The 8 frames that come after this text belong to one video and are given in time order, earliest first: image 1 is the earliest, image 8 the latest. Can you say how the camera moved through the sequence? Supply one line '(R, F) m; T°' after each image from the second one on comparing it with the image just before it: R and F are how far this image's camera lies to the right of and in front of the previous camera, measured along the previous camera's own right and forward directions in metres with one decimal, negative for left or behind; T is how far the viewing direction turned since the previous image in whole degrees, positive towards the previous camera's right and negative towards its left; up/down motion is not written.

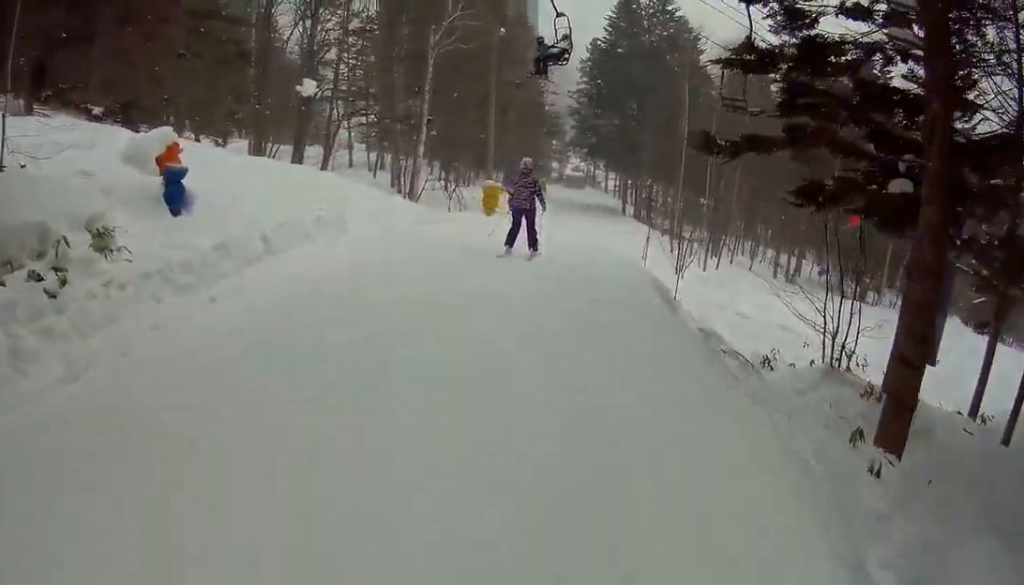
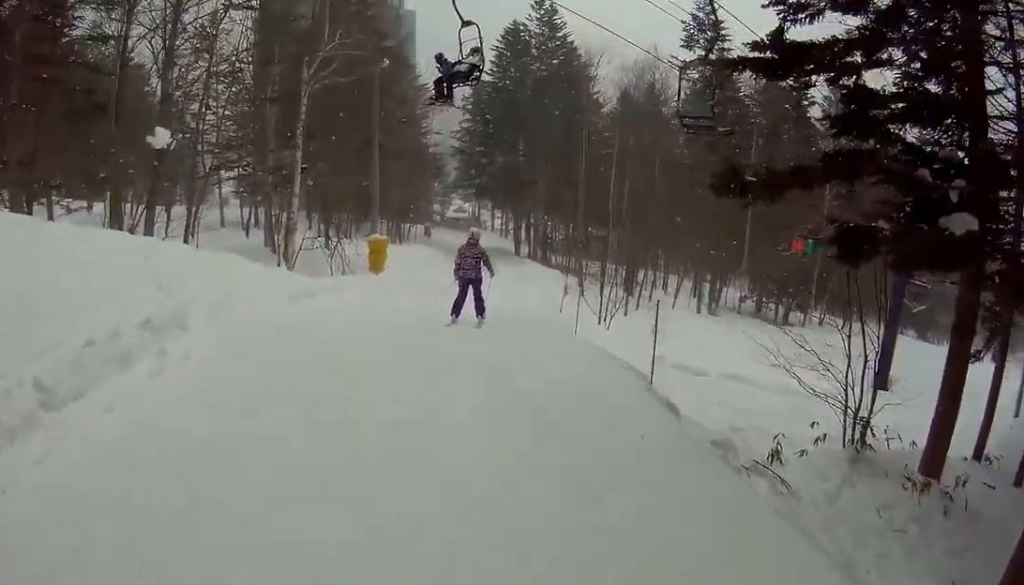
(0.0, +4.0) m; -1°
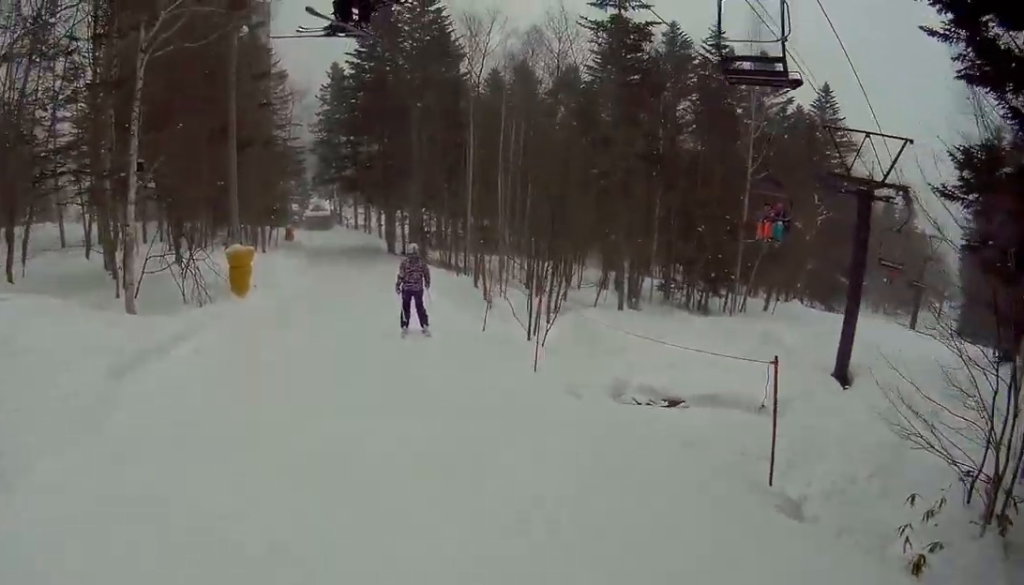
(-0.1, +5.3) m; -1°
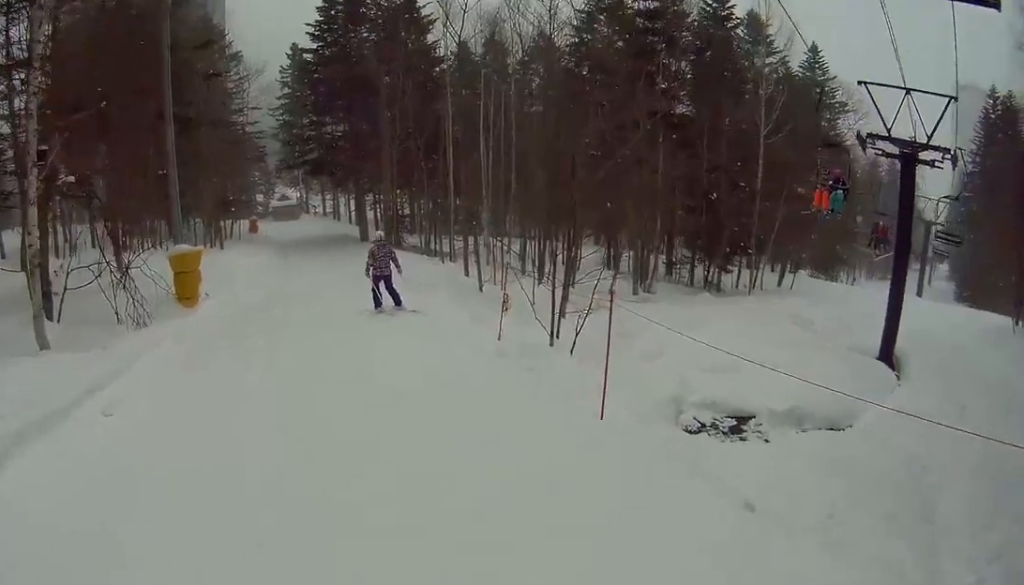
(-0.1, +4.1) m; +1°
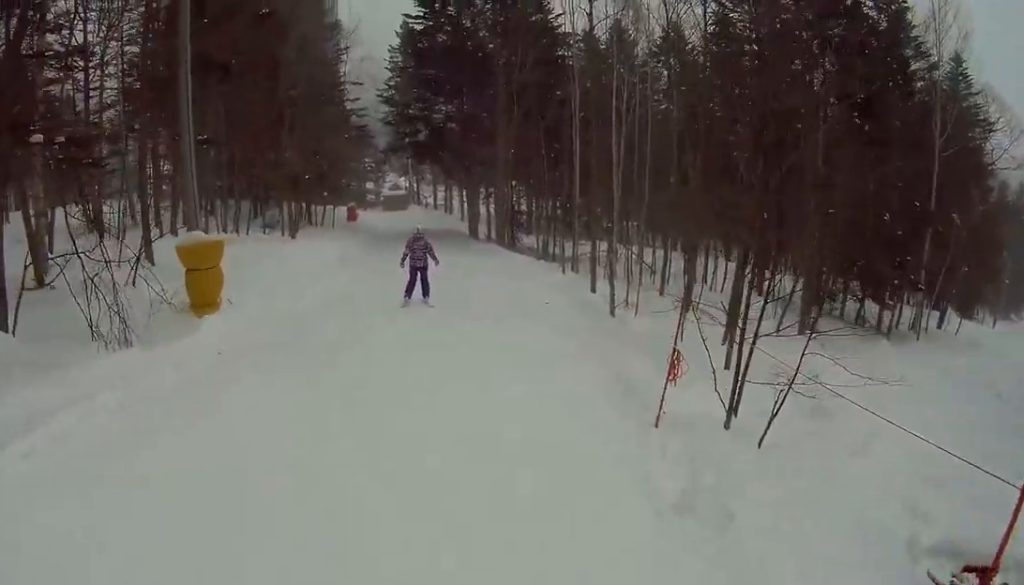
(0.0, +5.3) m; +7°
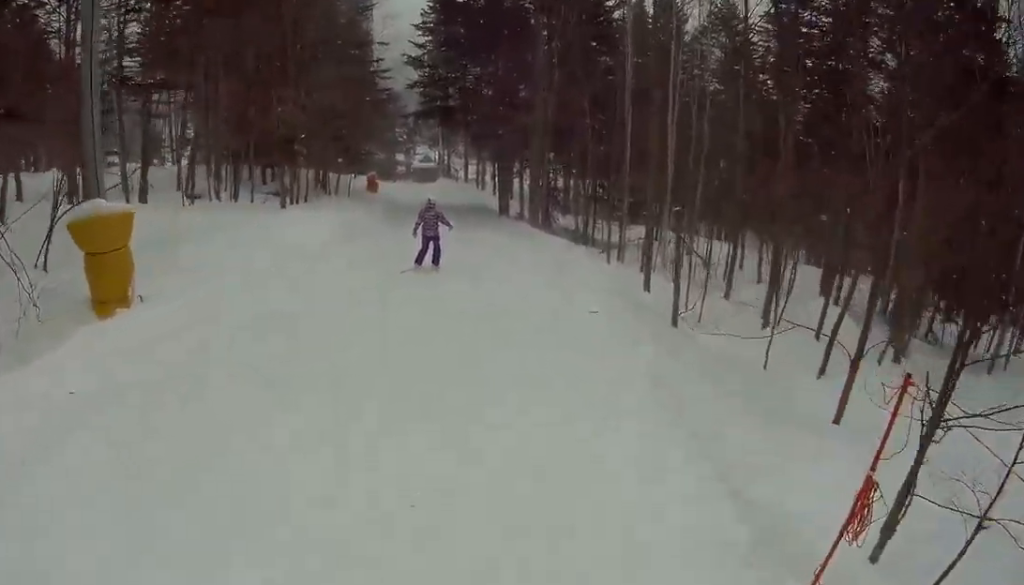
(+0.5, +4.0) m; -4°
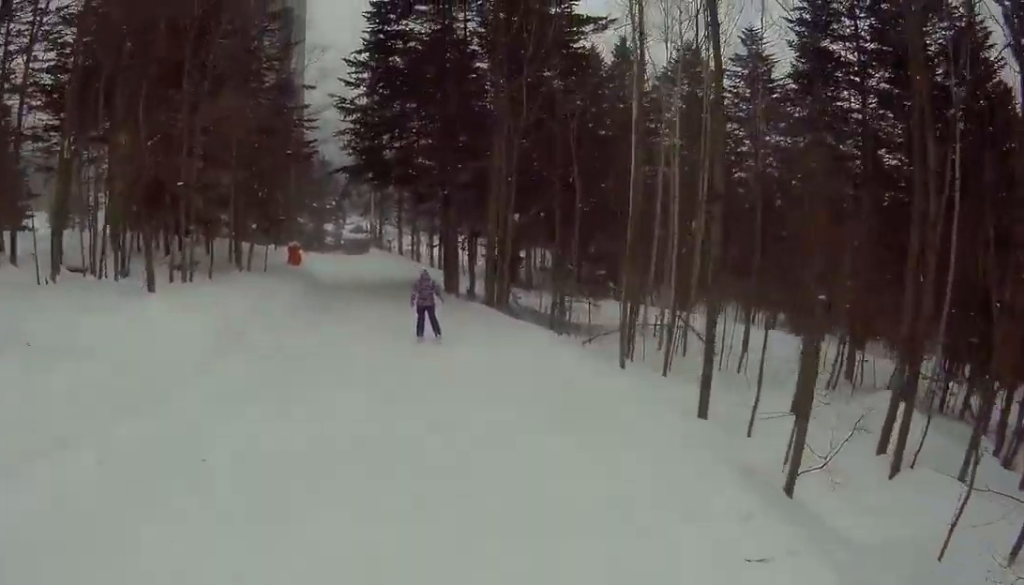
(-0.5, +6.0) m; -3°
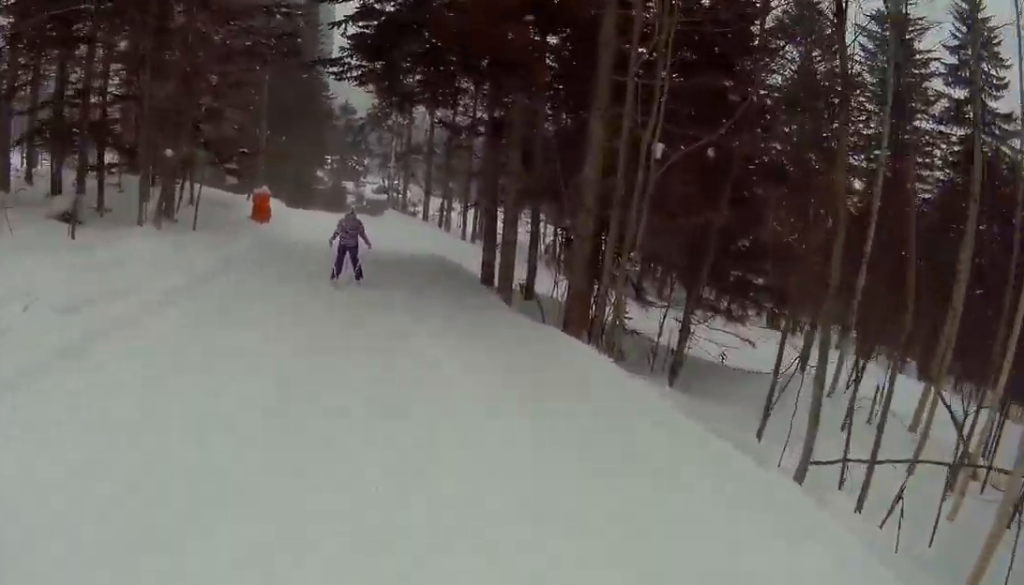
(+0.8, +11.1) m; +5°
